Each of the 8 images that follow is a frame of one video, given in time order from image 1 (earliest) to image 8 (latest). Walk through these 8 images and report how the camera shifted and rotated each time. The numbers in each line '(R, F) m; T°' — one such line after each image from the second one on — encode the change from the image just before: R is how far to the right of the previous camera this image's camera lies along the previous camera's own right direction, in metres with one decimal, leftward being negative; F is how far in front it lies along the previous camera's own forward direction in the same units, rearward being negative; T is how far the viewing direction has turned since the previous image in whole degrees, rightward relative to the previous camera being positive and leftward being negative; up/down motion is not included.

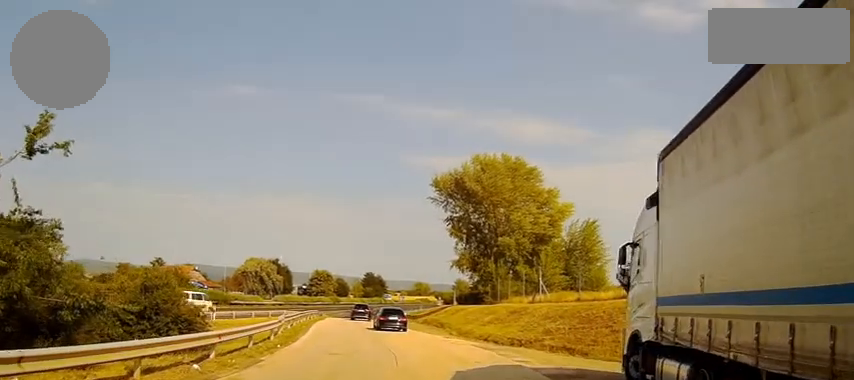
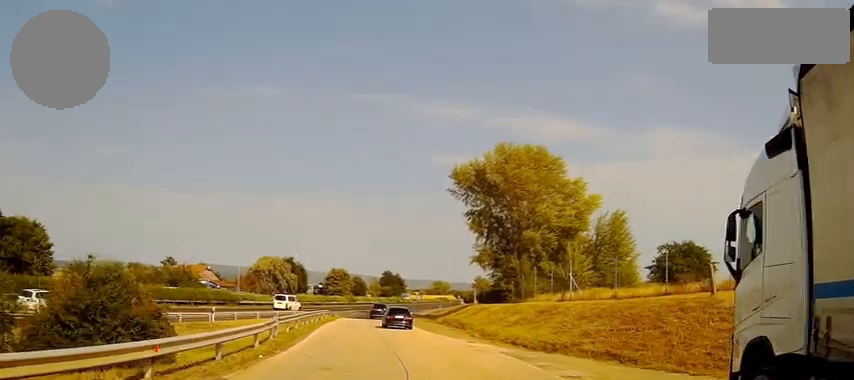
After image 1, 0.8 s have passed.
(0.0, +3.6) m; -1°
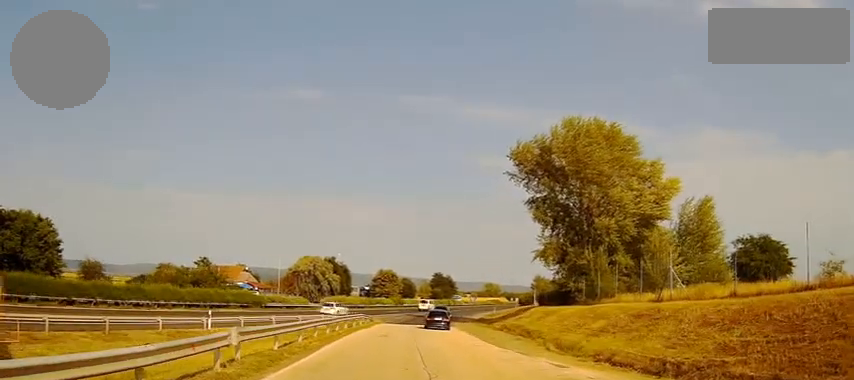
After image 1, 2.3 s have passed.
(-0.2, +8.8) m; -2°
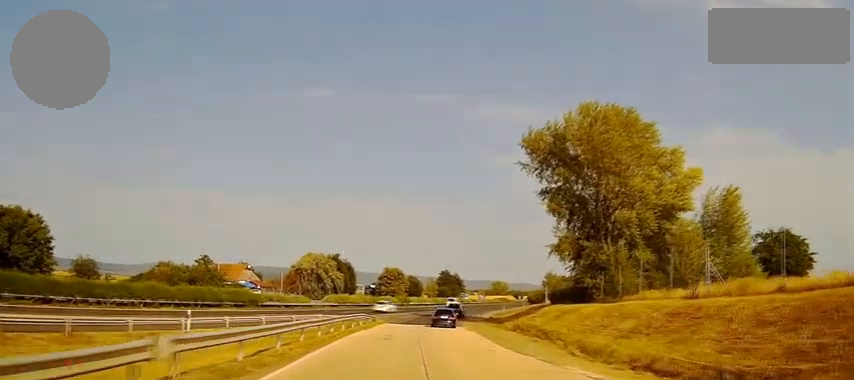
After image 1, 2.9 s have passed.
(+0.1, +3.4) m; -1°
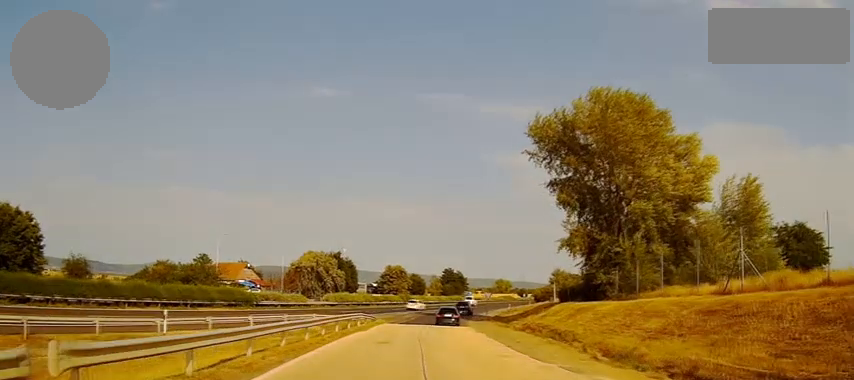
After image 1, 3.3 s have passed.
(-0.1, +2.9) m; -1°
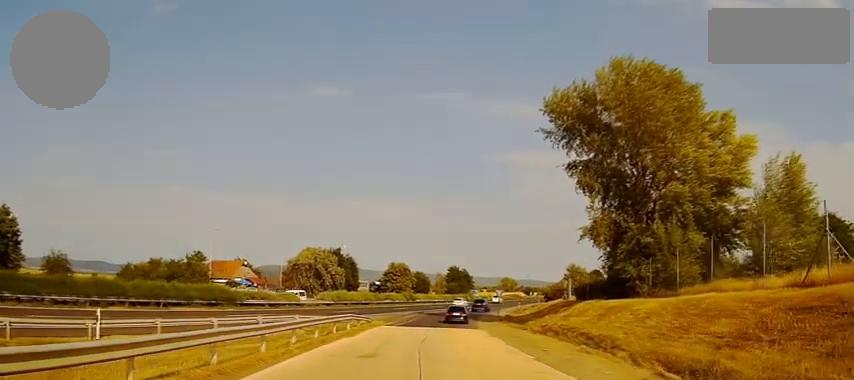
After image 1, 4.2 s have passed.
(-0.1, +5.7) m; -2°
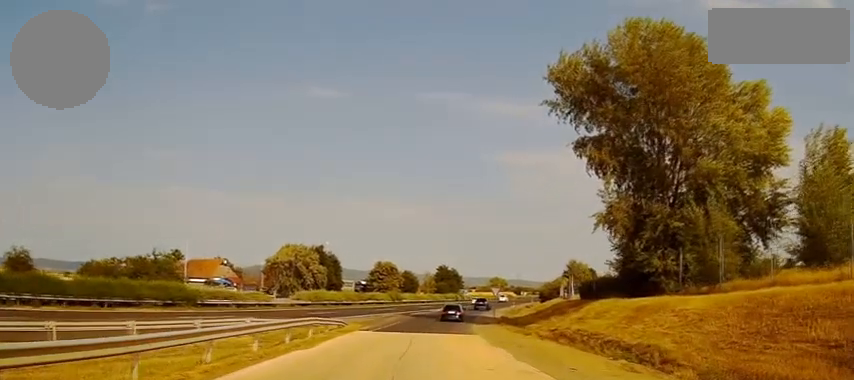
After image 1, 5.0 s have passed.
(0.0, +6.4) m; 0°
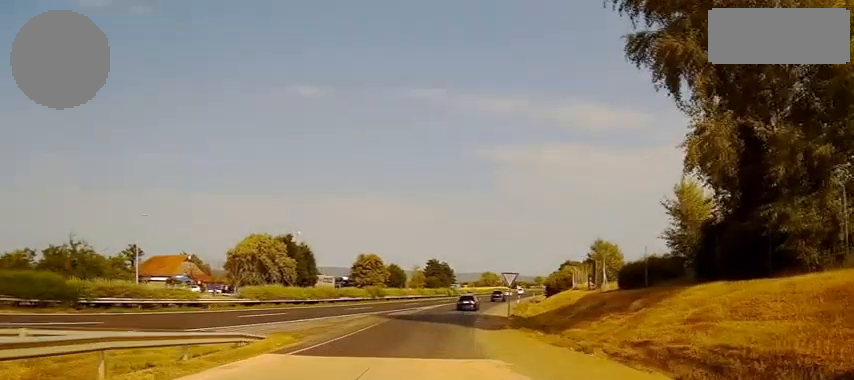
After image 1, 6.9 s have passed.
(+0.1, +15.0) m; +1°
